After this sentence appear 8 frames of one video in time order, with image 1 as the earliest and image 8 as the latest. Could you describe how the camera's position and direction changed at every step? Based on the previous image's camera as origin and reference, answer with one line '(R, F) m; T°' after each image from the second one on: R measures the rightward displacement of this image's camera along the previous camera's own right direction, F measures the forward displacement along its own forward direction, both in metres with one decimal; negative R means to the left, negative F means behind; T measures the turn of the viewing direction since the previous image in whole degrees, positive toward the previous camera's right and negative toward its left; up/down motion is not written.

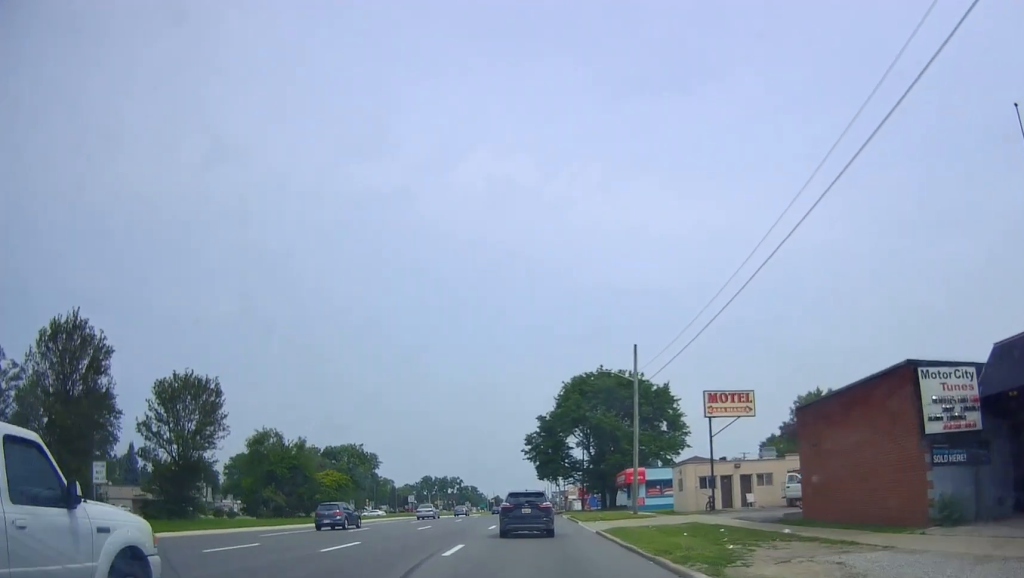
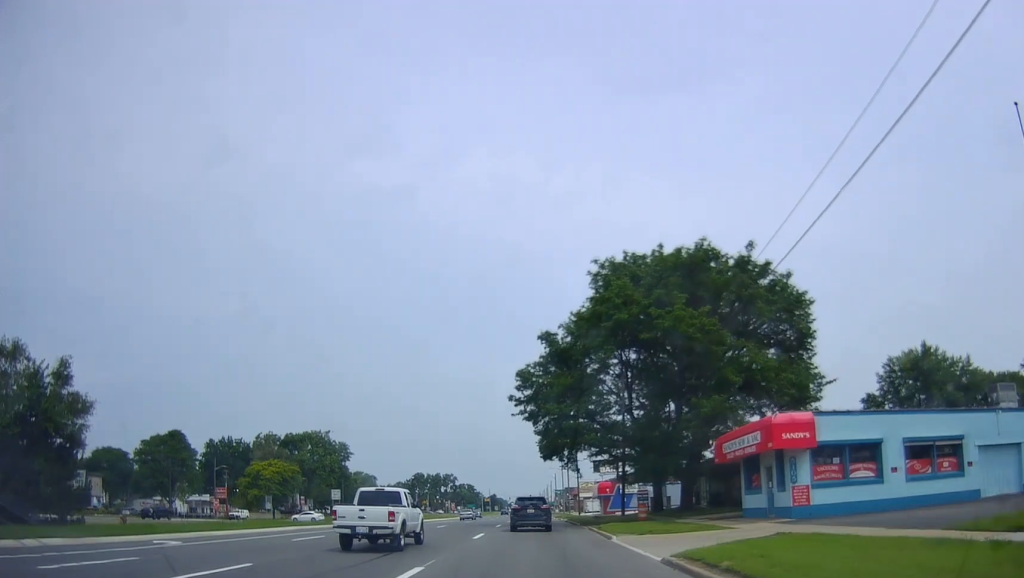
(0.0, +35.5) m; -2°
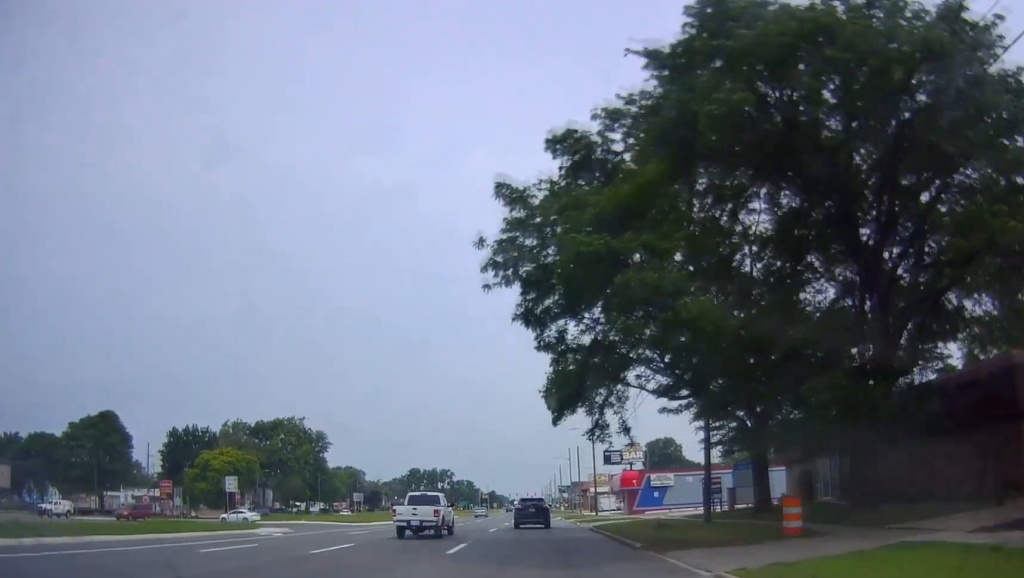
(-0.8, +21.2) m; -1°
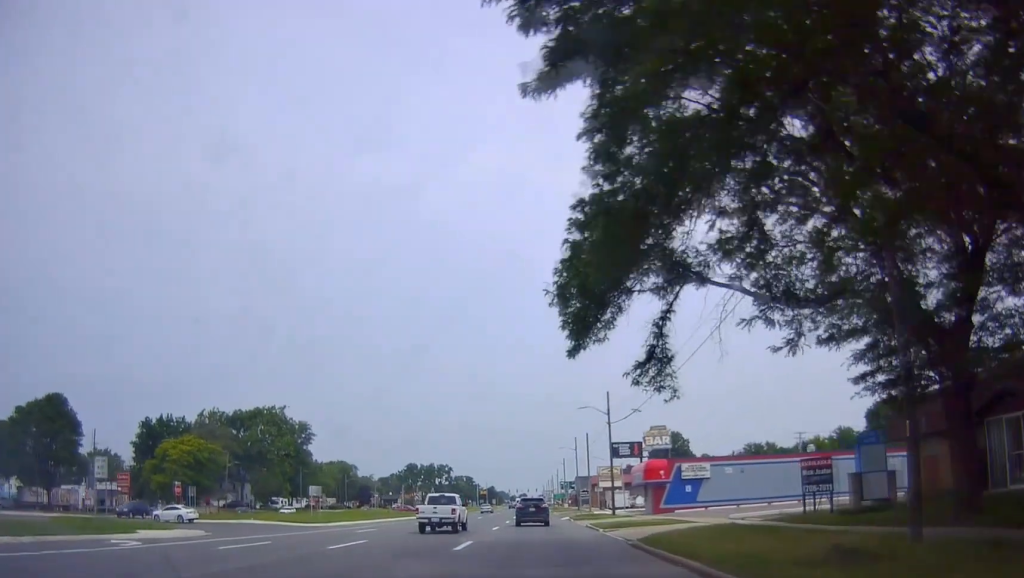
(+0.6, +13.2) m; +3°
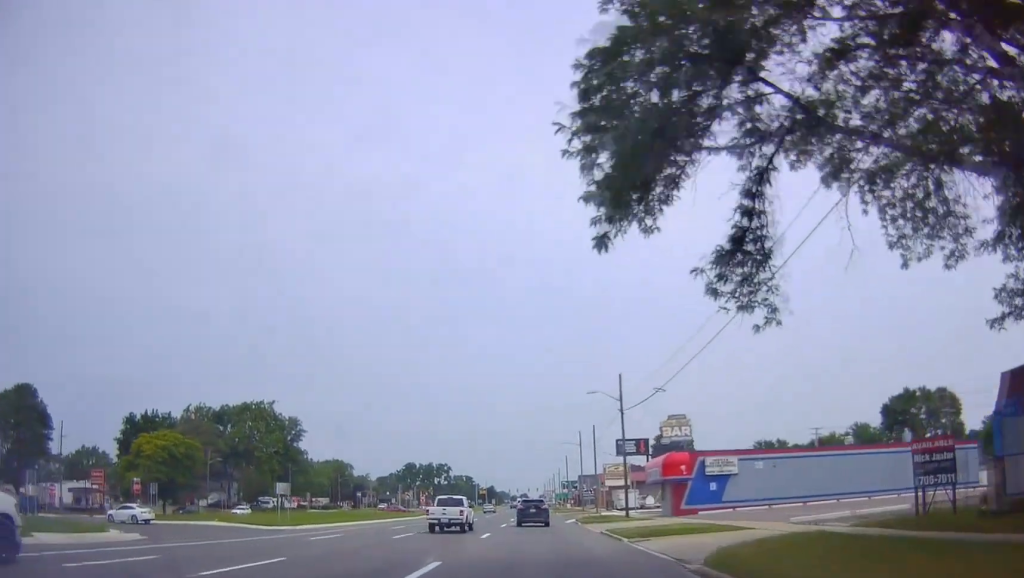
(0.0, +7.0) m; -1°
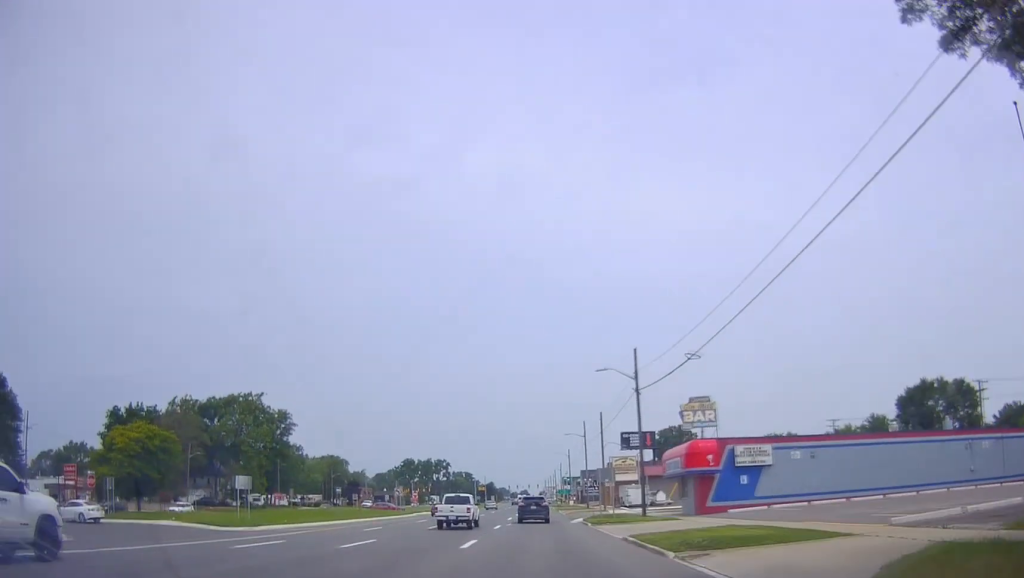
(+0.2, +6.5) m; -1°
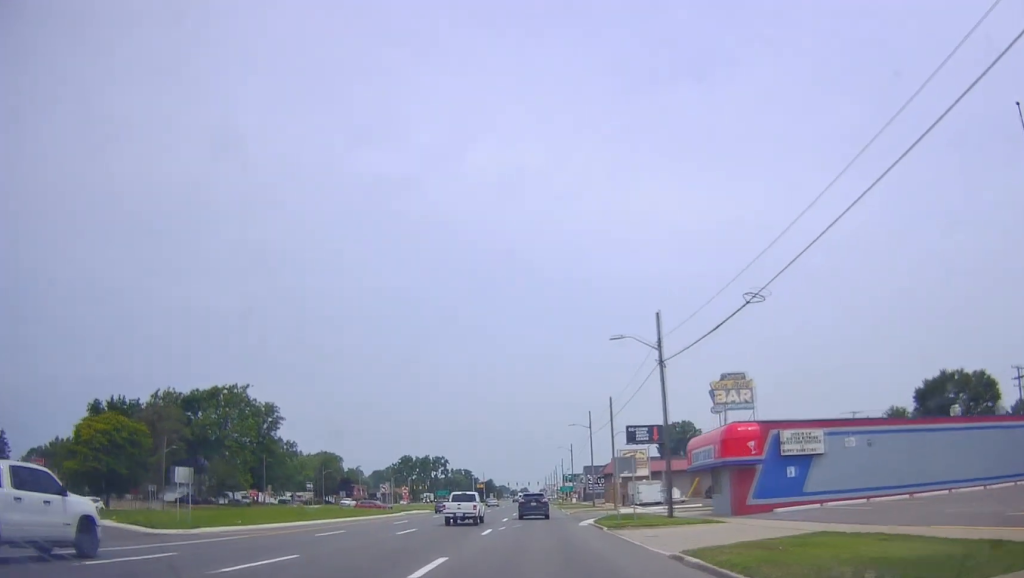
(-0.3, +7.2) m; 0°
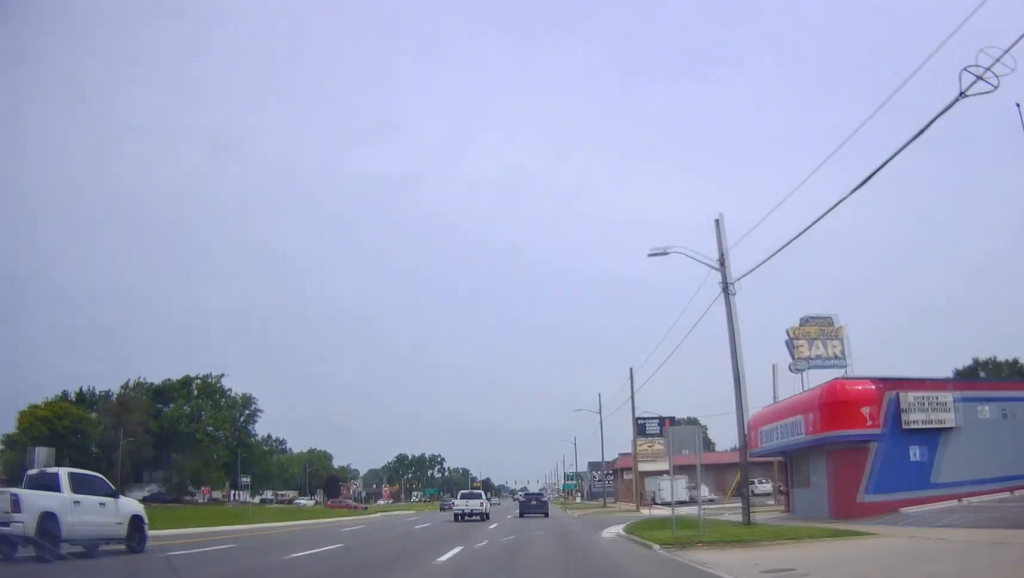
(-0.4, +10.9) m; 0°
